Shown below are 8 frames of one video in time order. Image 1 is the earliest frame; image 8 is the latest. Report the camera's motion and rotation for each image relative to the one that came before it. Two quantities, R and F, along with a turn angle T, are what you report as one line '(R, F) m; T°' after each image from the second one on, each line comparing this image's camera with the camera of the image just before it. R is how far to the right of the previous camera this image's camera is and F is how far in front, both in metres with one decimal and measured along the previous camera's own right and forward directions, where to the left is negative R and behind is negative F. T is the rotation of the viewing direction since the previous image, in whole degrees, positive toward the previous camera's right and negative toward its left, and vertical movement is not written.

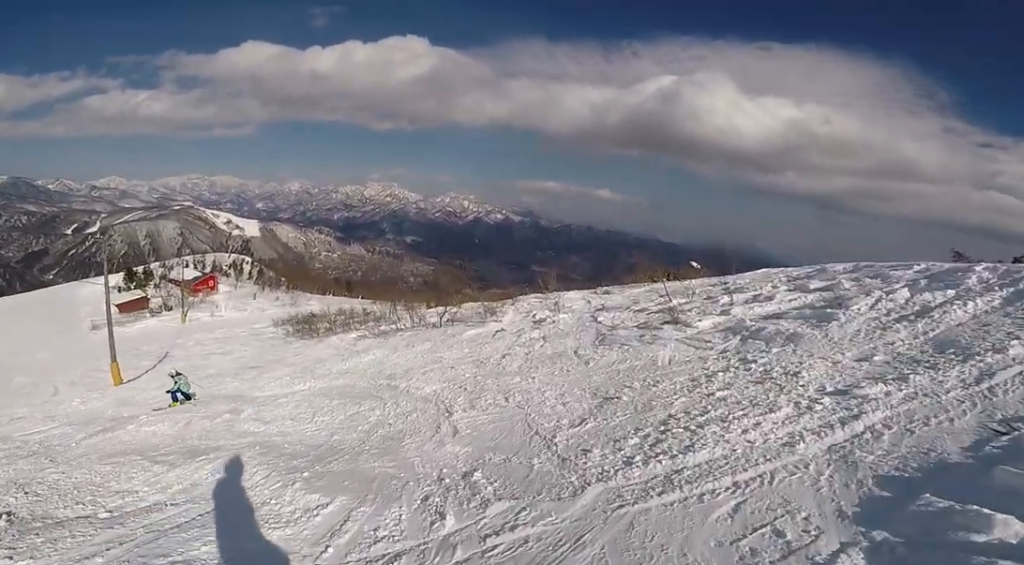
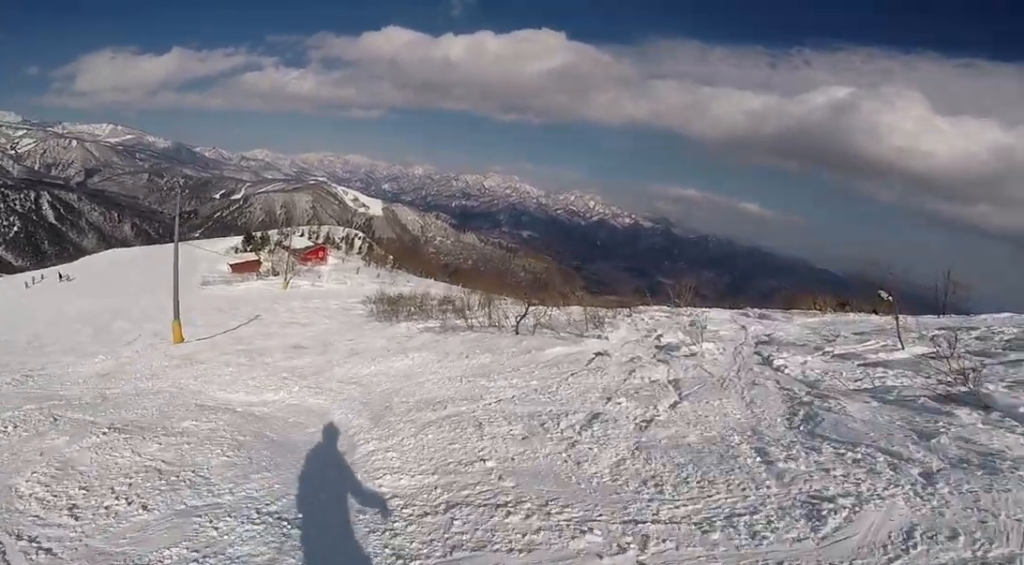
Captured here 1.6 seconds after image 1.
(-0.8, +4.5) m; -30°
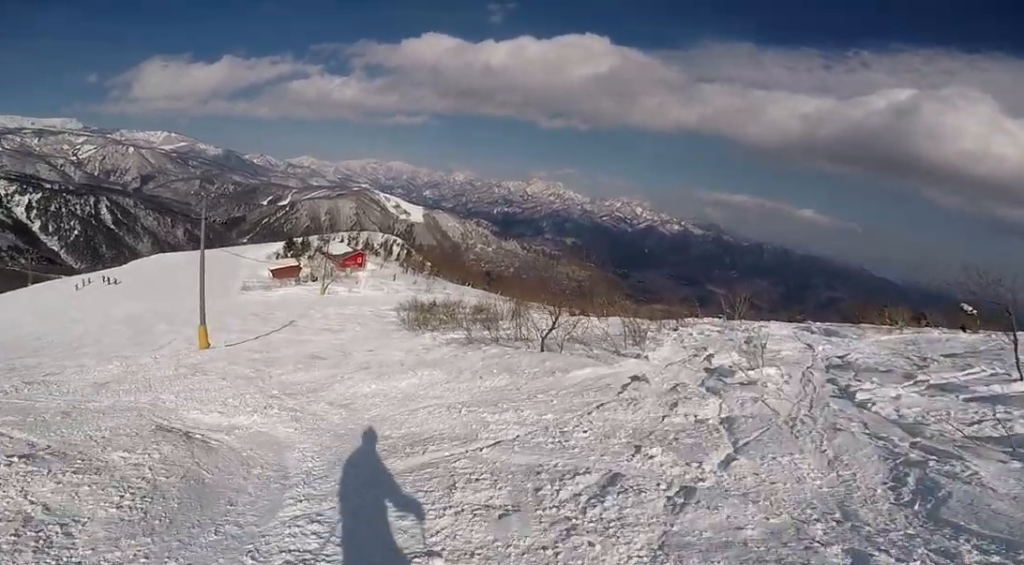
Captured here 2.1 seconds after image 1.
(-0.3, +1.2) m; -13°
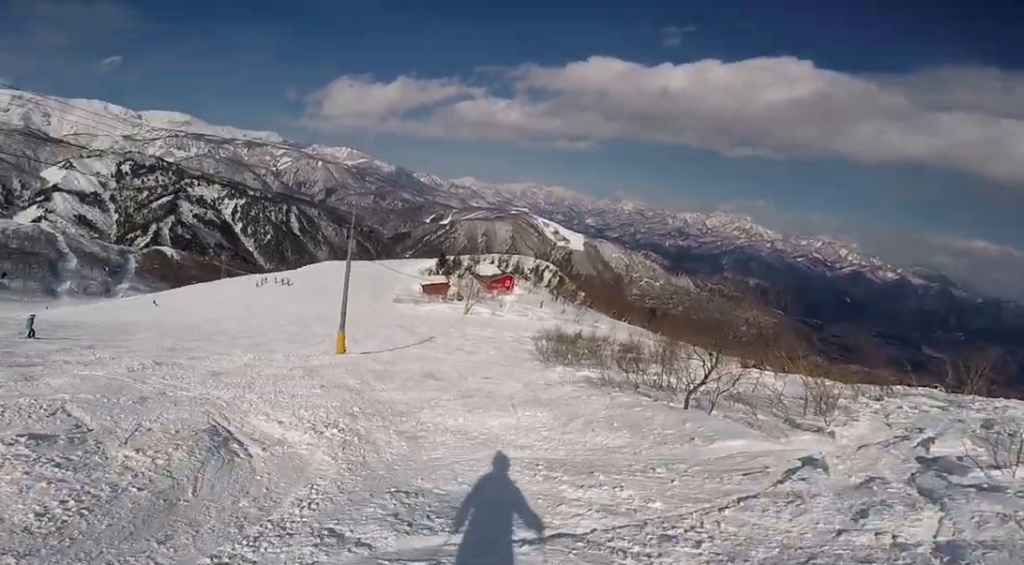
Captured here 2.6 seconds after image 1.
(0.0, +1.3) m; -14°
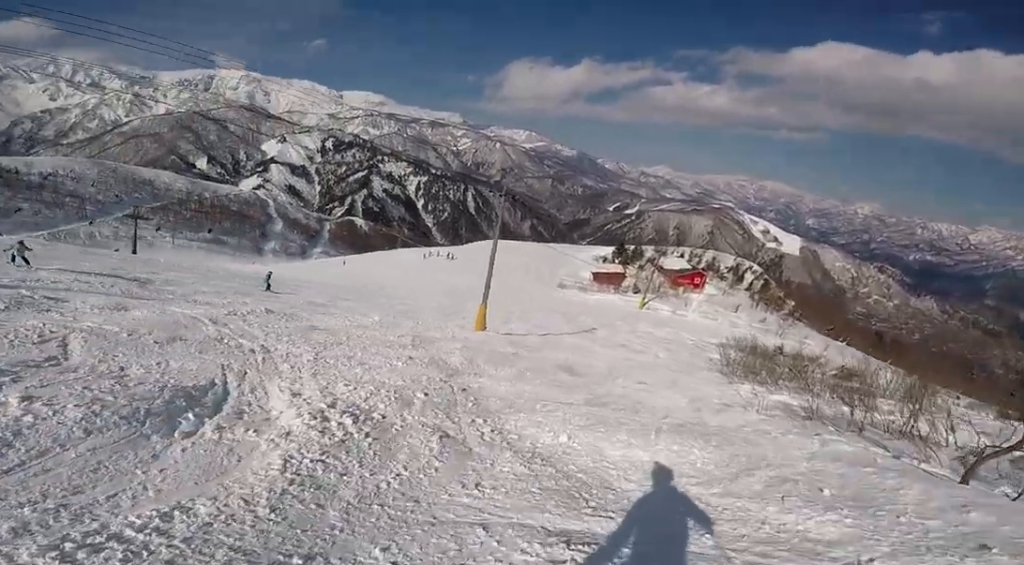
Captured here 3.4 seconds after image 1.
(-0.5, +1.7) m; -22°
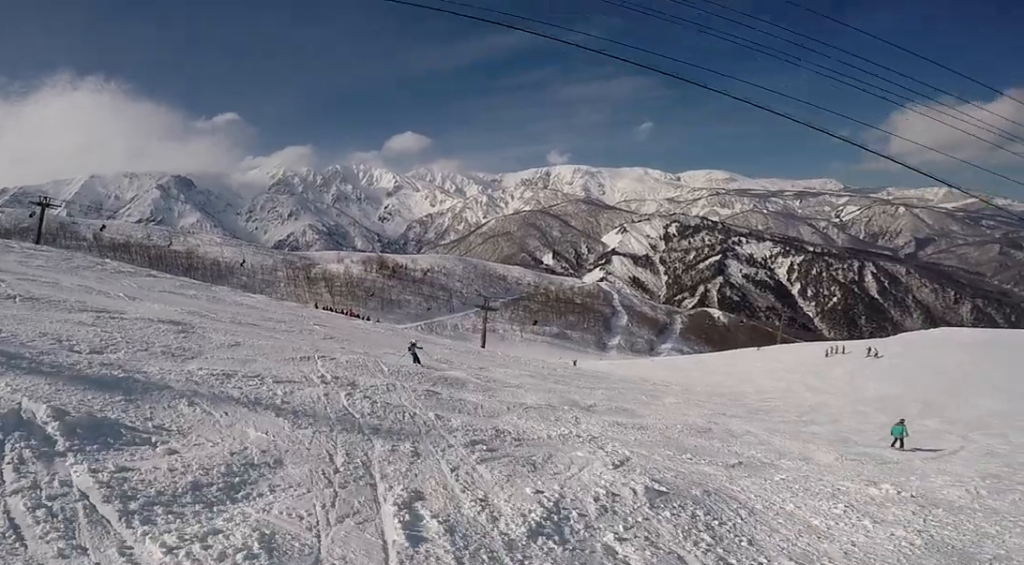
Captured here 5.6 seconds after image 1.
(-2.8, +5.3) m; -43°
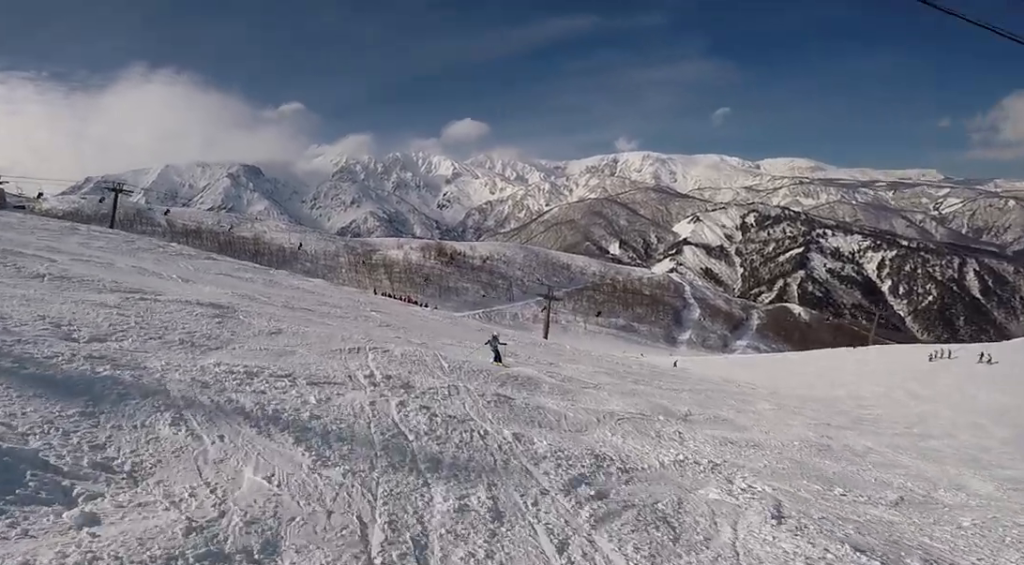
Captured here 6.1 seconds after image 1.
(-0.1, +1.3) m; -5°
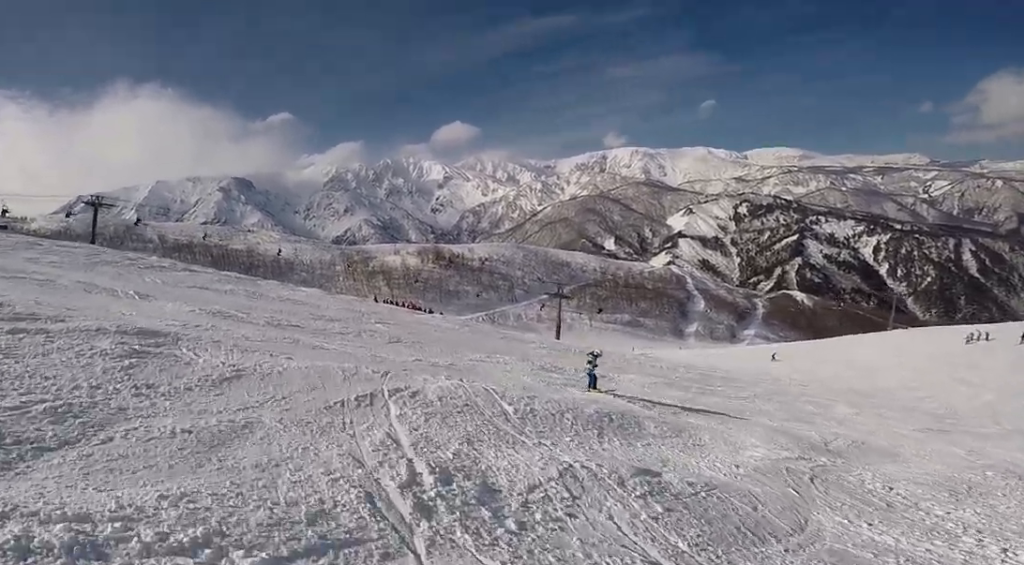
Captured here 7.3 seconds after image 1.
(-0.3, +3.2) m; -9°
